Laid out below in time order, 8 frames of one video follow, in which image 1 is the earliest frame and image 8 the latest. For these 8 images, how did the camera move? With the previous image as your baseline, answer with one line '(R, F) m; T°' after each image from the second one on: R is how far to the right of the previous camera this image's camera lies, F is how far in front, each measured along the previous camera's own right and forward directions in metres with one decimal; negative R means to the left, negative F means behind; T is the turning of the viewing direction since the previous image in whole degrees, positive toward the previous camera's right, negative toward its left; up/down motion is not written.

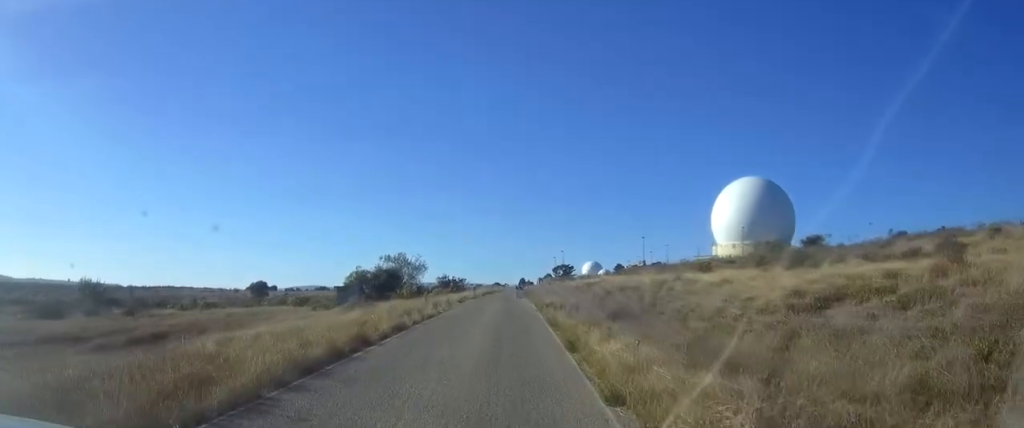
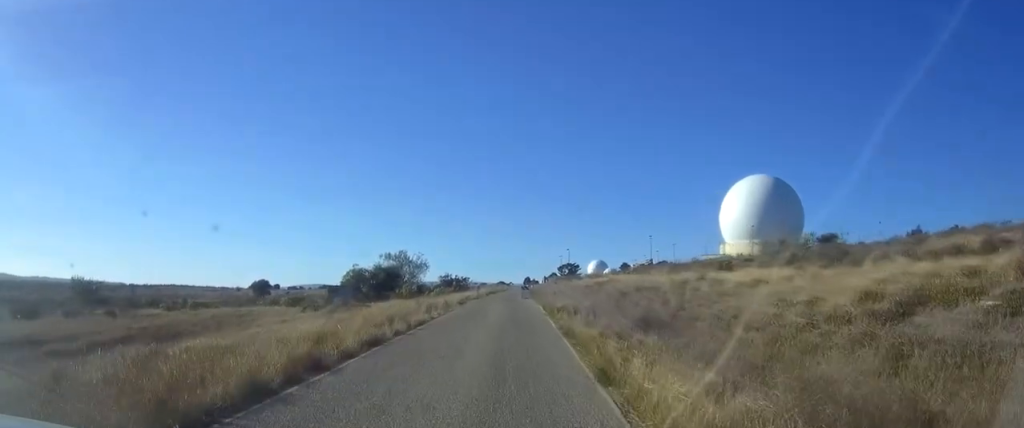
(-0.1, +3.4) m; 0°
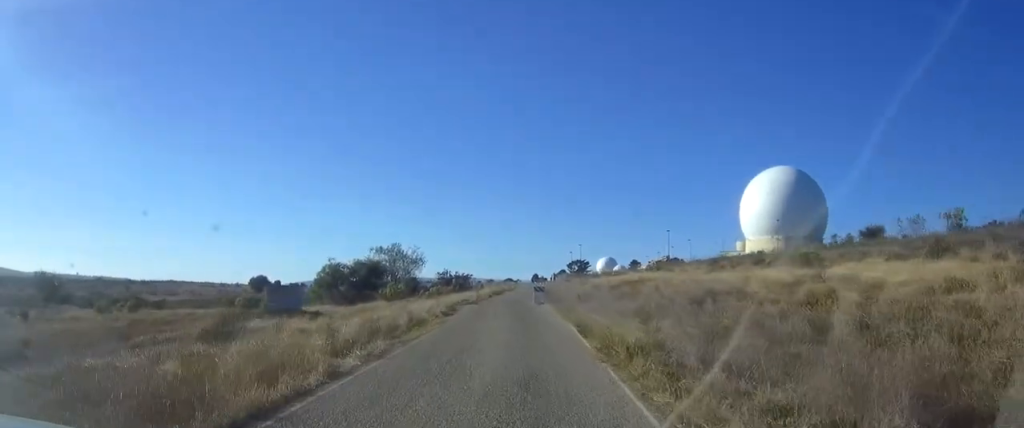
(+0.1, +11.2) m; +2°
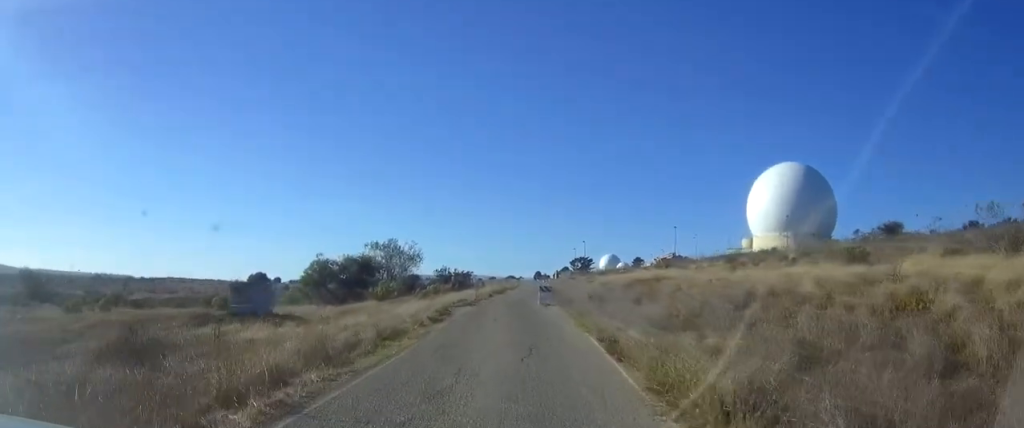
(0.0, +4.1) m; 0°
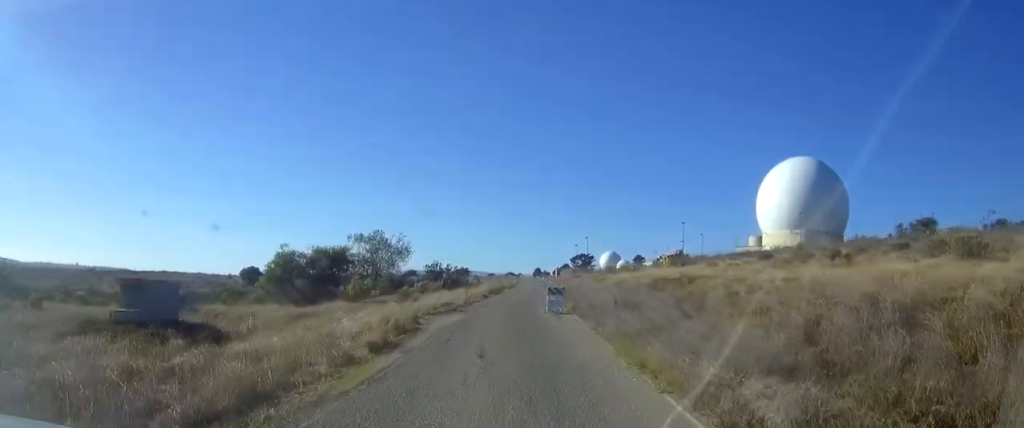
(0.0, +7.7) m; +1°
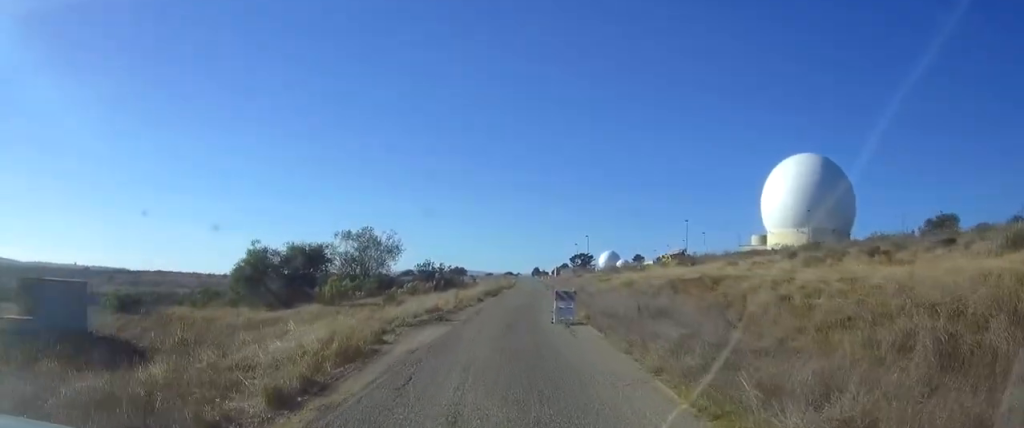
(0.0, +4.6) m; +1°
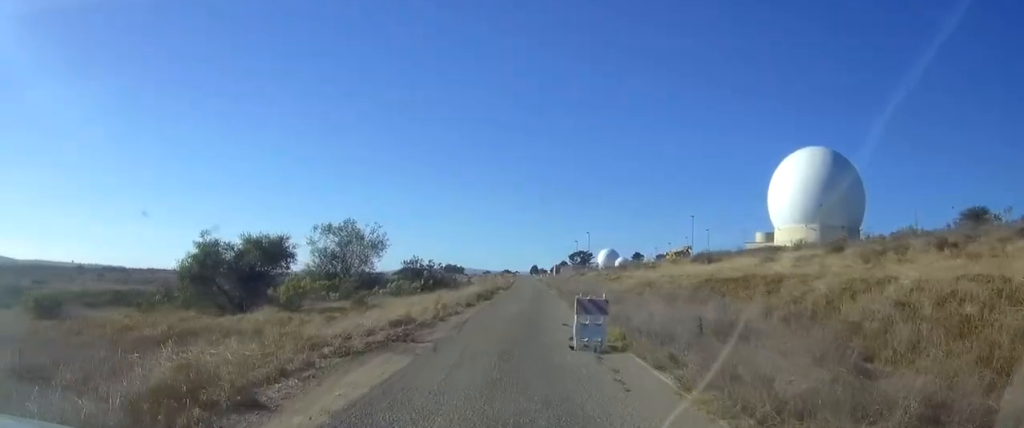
(+0.1, +6.4) m; +2°
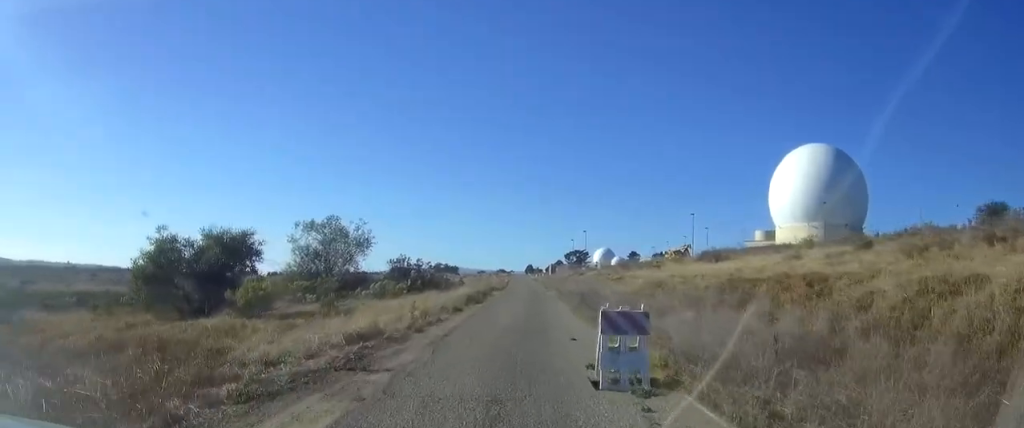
(+0.1, +4.0) m; +1°
